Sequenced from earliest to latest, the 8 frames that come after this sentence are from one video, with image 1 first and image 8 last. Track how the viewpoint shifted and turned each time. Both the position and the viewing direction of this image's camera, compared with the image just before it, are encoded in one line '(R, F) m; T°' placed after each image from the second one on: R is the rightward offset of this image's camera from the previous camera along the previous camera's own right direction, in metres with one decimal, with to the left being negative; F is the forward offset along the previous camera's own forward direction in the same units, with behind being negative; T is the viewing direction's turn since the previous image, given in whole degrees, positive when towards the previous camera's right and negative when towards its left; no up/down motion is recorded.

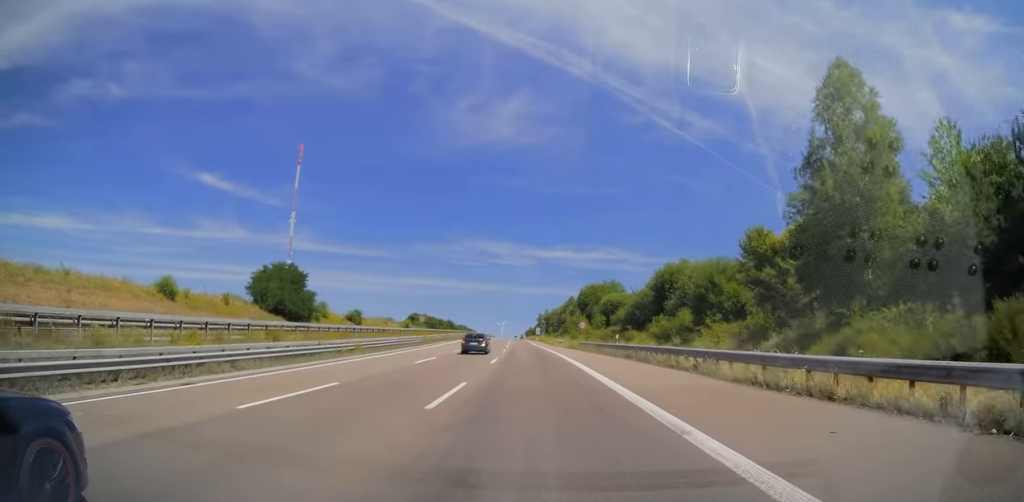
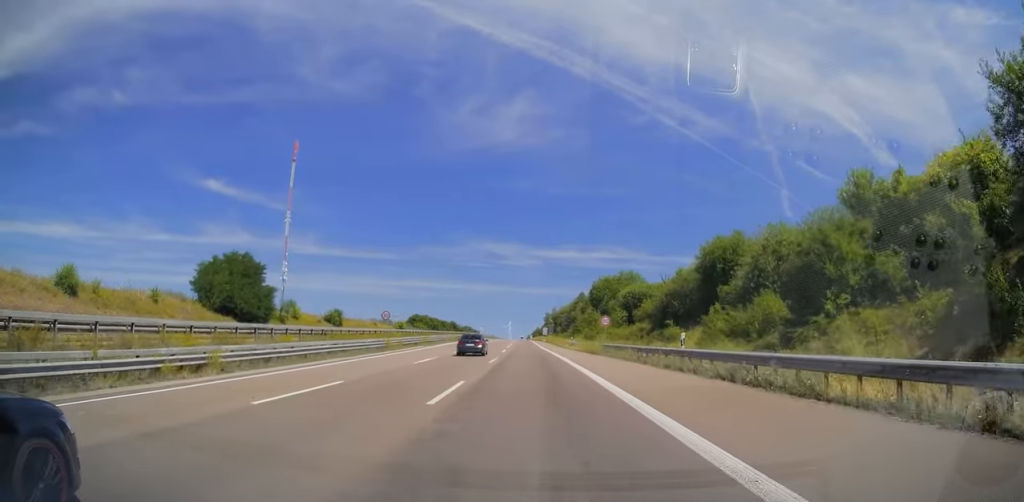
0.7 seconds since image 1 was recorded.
(0.0, +17.8) m; -1°
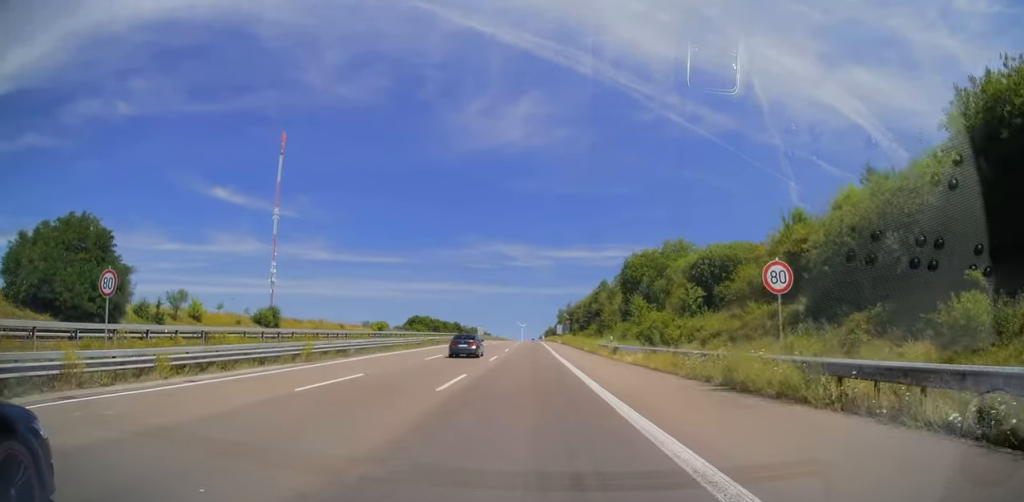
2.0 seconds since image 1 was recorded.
(-0.8, +33.9) m; -2°
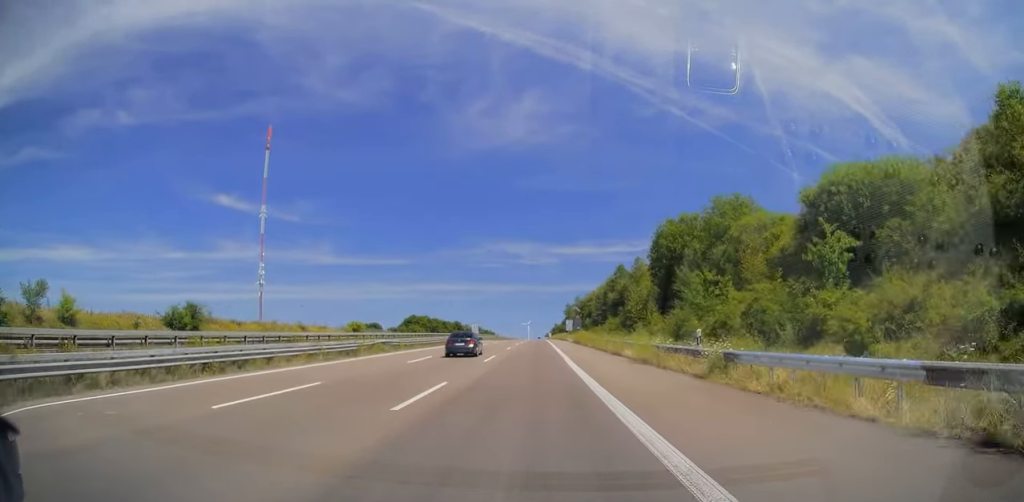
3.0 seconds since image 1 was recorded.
(-0.1, +22.8) m; 0°
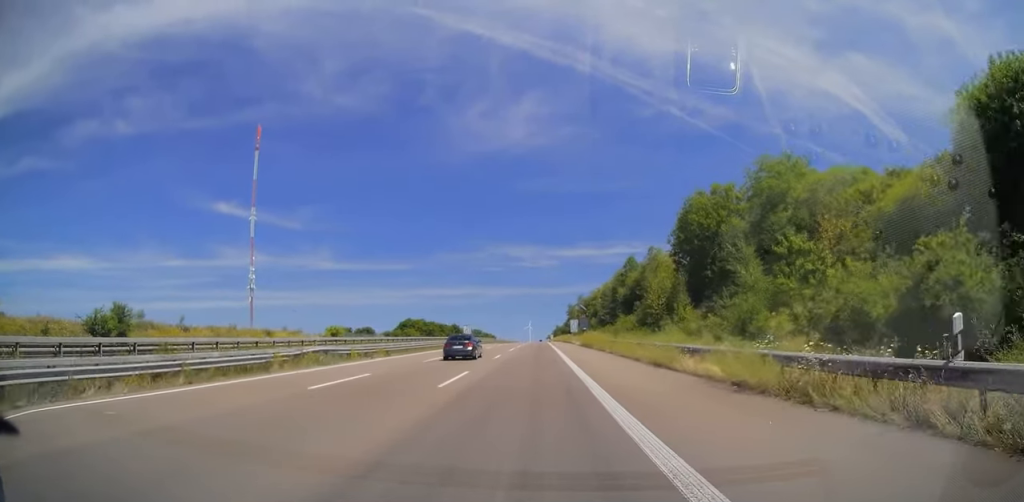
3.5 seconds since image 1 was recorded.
(-0.1, +13.2) m; 0°
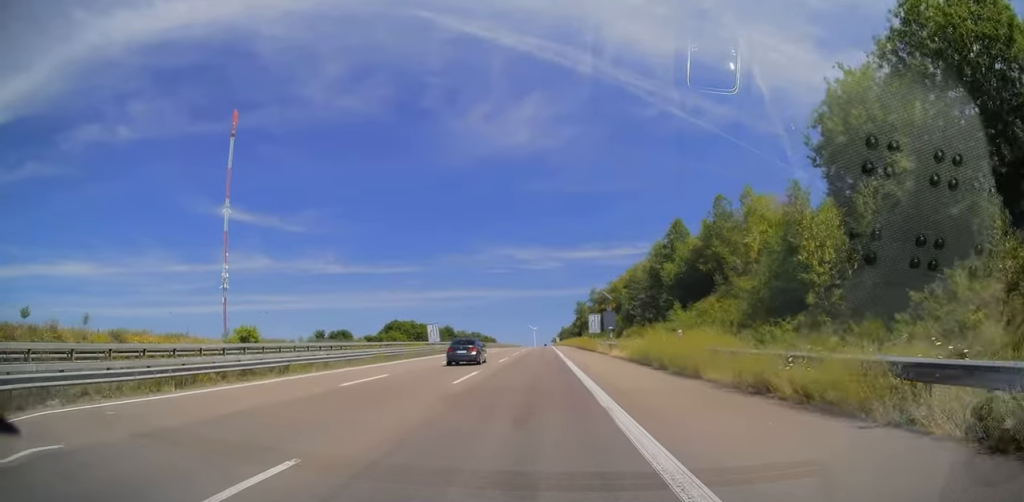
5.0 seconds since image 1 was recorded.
(-0.1, +34.6) m; -1°
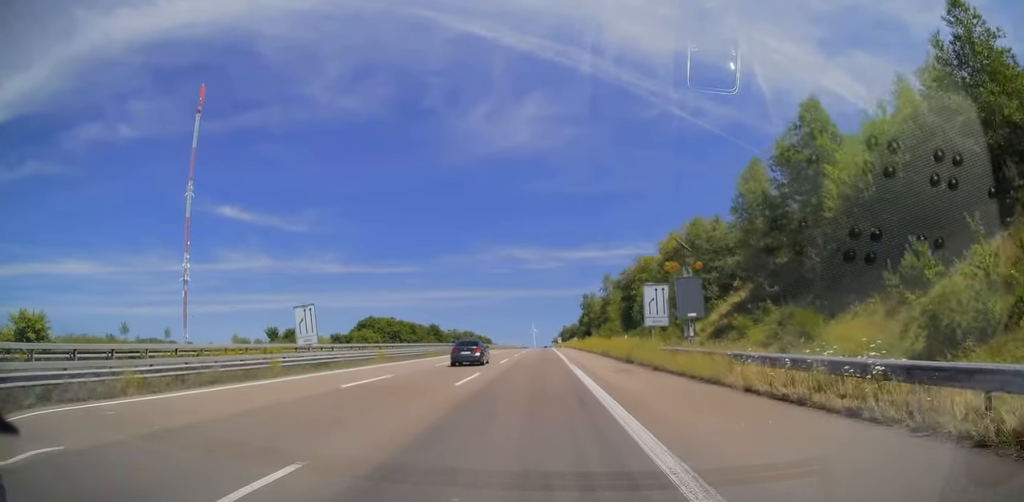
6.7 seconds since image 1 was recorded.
(-0.6, +37.0) m; 0°
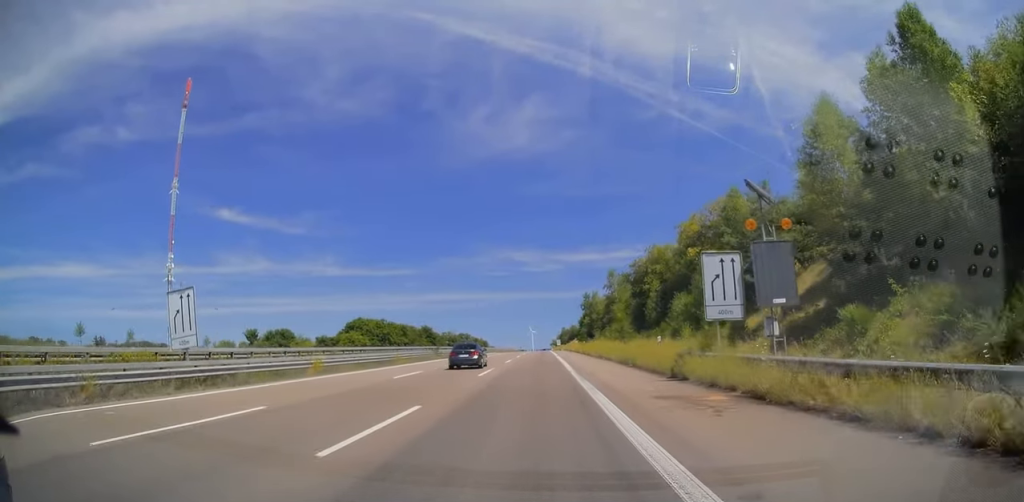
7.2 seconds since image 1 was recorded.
(+0.2, +11.3) m; 0°
